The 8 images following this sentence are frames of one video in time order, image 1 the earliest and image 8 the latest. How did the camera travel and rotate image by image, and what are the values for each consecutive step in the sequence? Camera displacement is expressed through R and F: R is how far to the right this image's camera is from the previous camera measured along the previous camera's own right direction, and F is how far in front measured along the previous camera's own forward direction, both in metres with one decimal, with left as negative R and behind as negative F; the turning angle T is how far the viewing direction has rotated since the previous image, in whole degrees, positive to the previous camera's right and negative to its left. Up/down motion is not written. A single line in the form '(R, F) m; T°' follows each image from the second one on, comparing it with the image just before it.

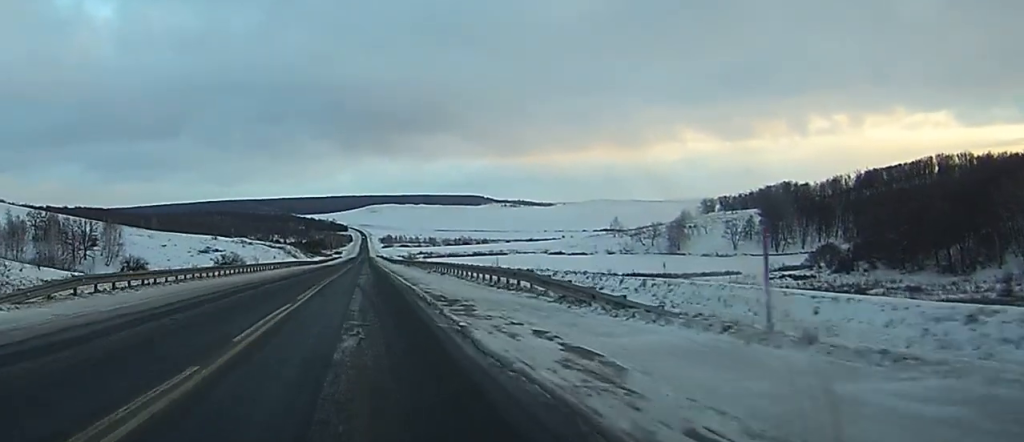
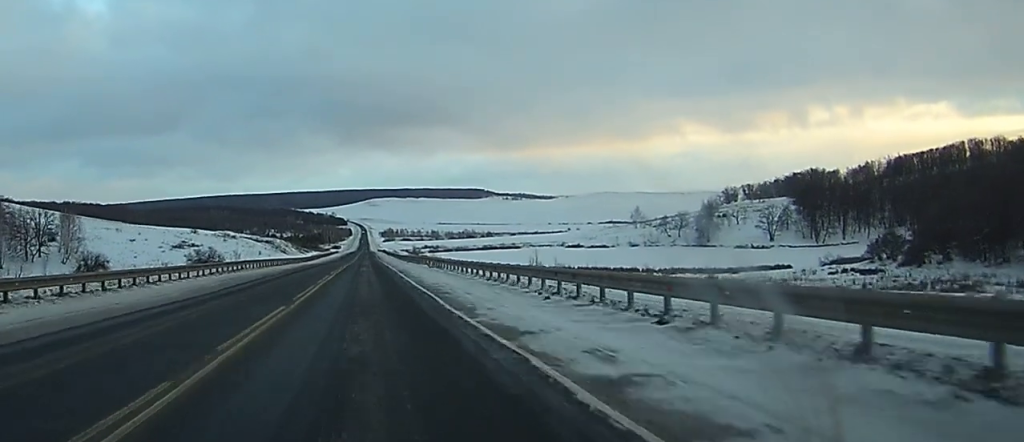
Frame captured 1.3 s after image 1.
(0.0, +37.7) m; 0°
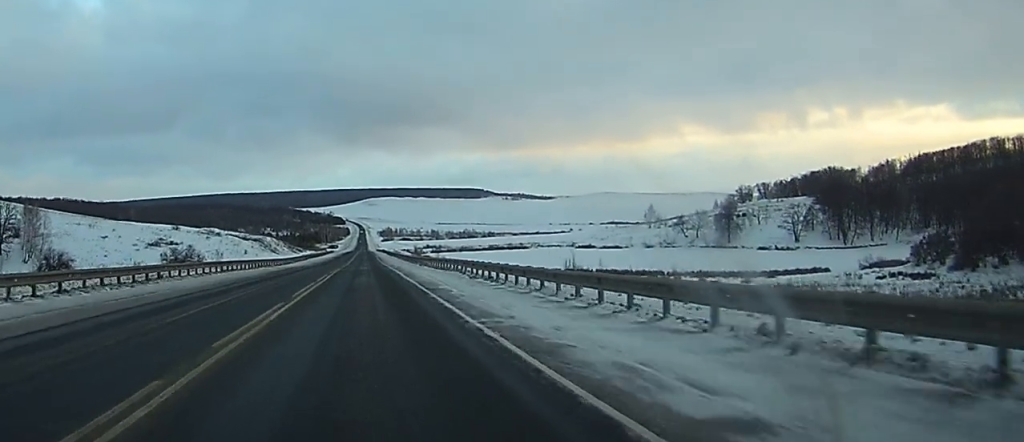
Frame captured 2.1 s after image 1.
(0.0, +24.1) m; 0°
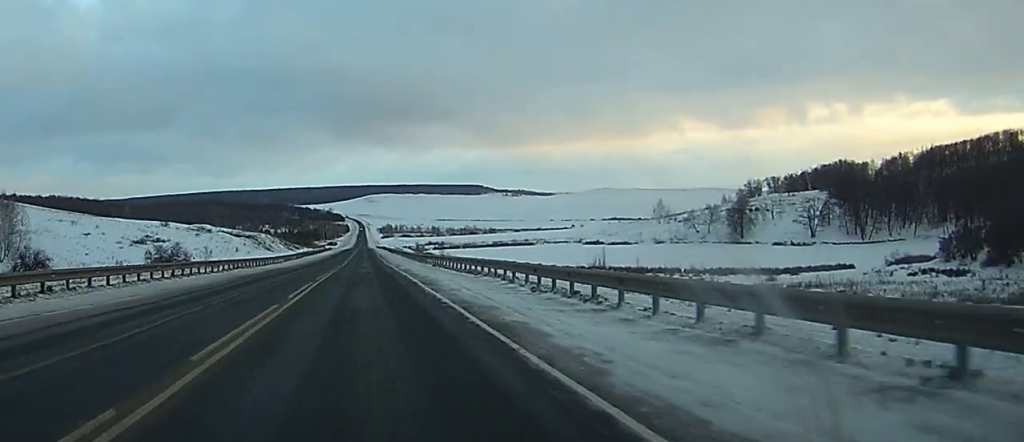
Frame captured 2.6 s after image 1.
(0.0, +13.5) m; 0°
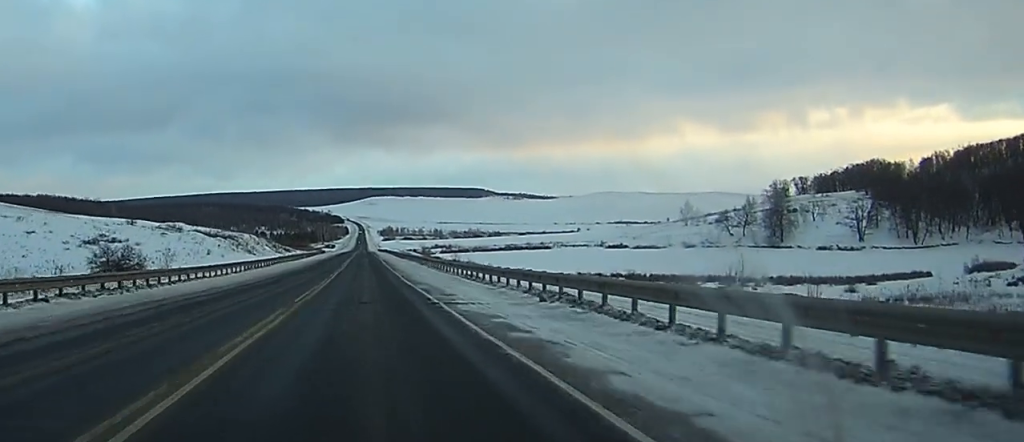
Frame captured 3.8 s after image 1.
(-0.1, +34.6) m; 0°
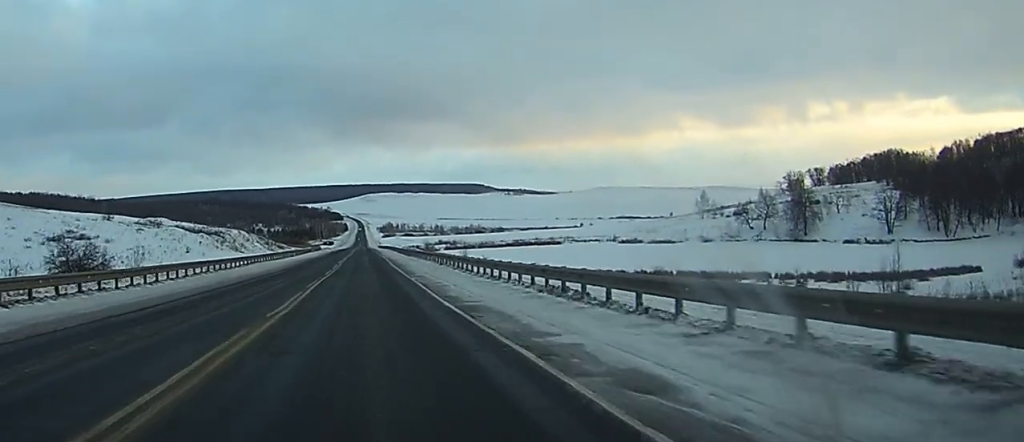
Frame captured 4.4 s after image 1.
(-0.1, +18.3) m; 0°
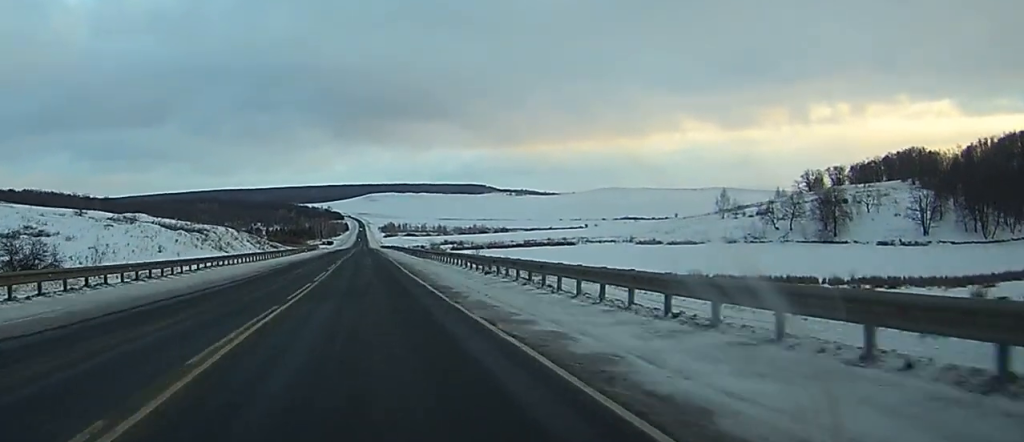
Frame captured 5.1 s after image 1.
(0.0, +19.3) m; 0°
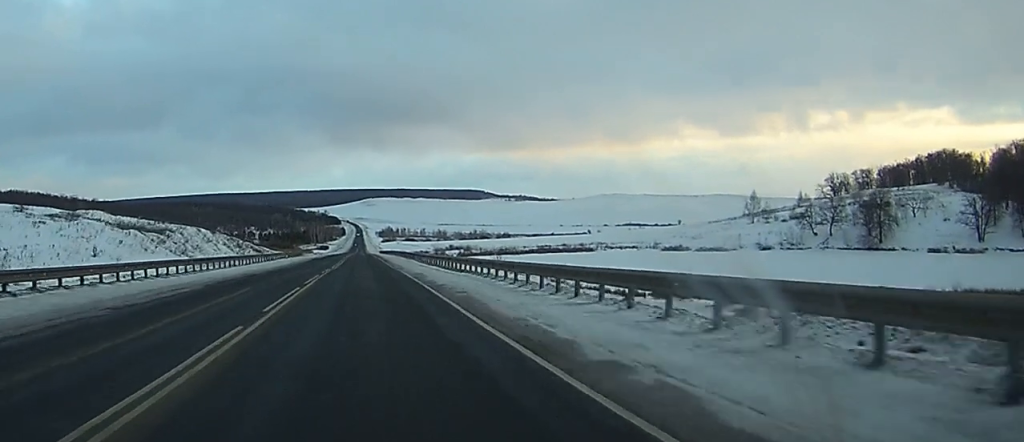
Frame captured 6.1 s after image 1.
(+0.1, +28.0) m; 0°
